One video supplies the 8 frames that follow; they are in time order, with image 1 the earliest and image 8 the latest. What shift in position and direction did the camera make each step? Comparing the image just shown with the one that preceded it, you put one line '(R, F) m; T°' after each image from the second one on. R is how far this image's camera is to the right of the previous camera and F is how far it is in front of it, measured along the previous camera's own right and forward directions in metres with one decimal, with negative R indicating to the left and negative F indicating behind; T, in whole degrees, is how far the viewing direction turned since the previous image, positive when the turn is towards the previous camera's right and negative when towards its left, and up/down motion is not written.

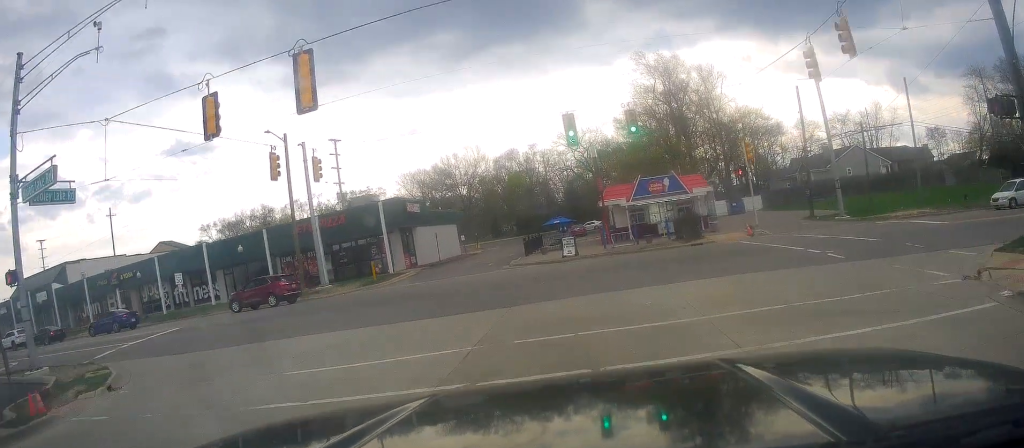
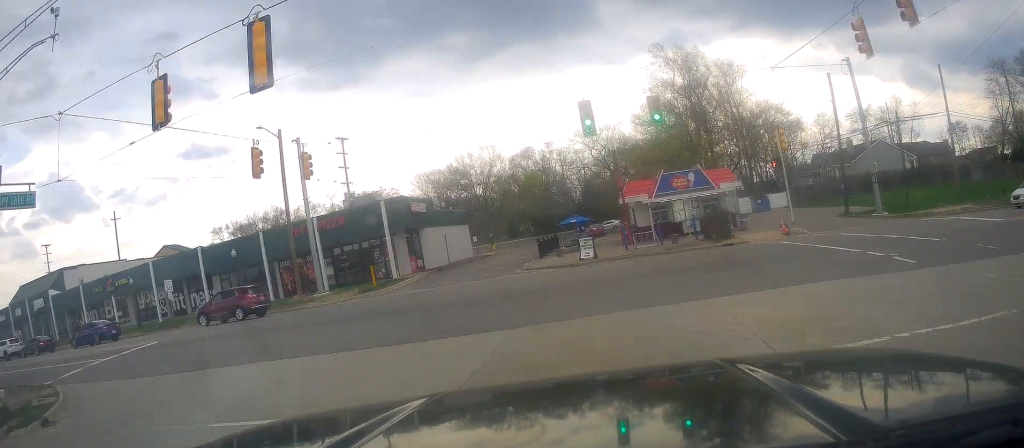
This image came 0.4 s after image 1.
(+0.1, +3.2) m; -3°
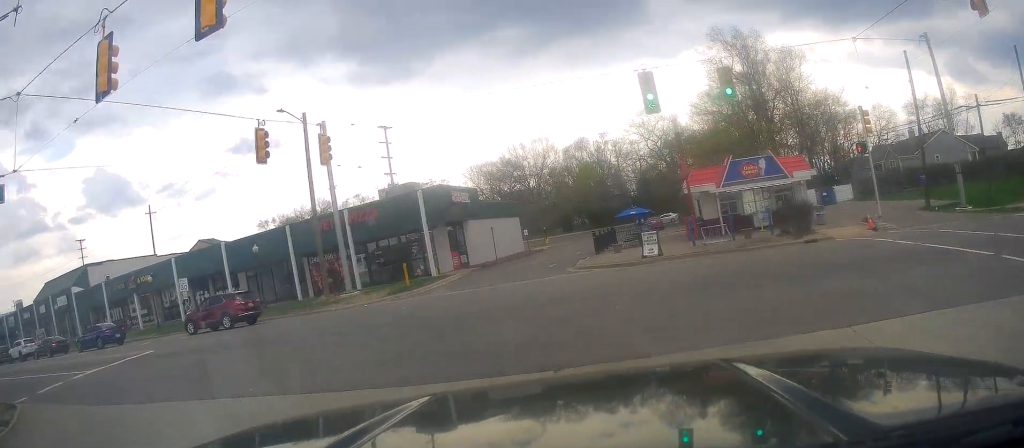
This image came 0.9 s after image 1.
(+0.3, +4.1) m; -4°
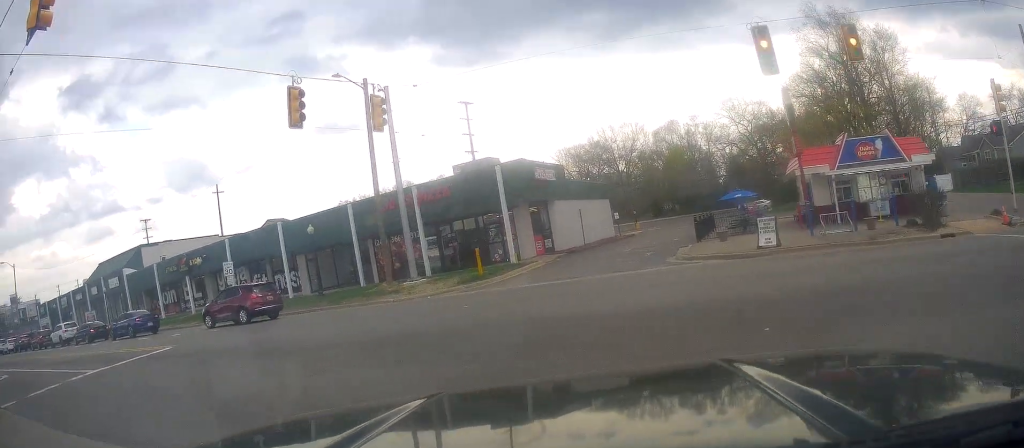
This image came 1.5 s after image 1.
(-0.5, +4.0) m; -9°
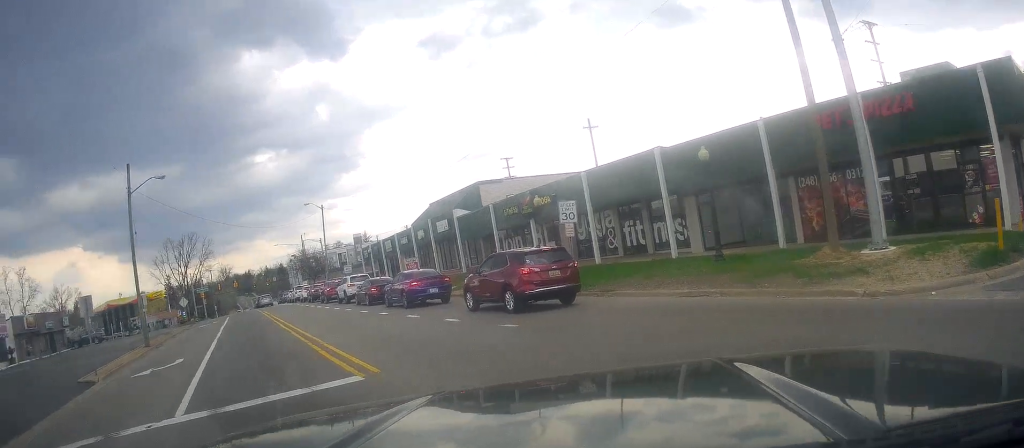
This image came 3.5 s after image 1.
(-3.4, +10.7) m; -34°
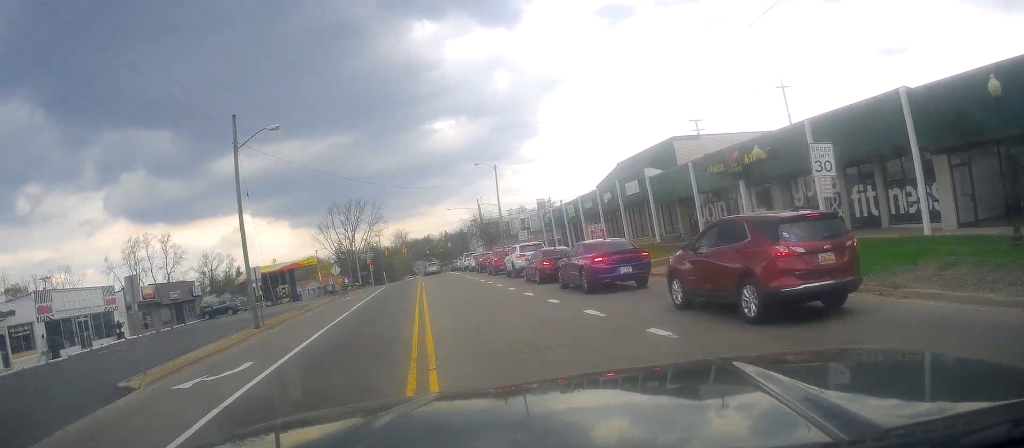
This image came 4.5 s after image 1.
(-0.7, +5.6) m; -14°
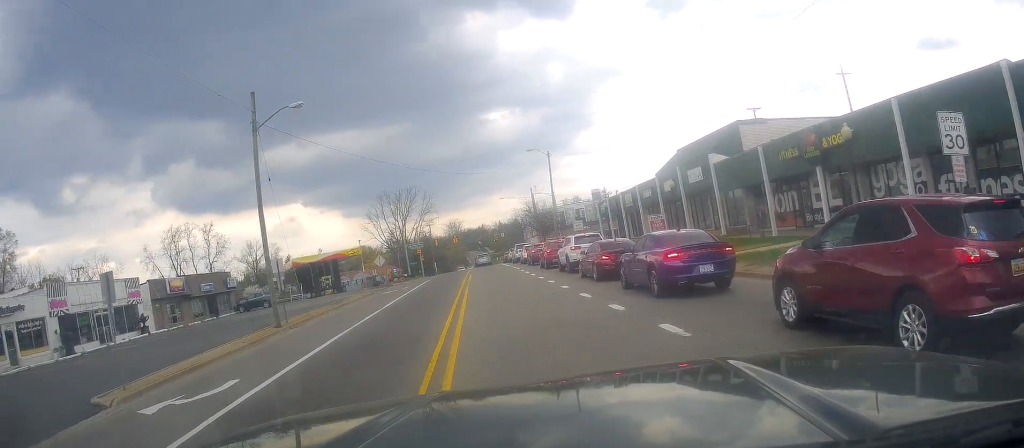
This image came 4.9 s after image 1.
(+0.3, +2.5) m; -7°
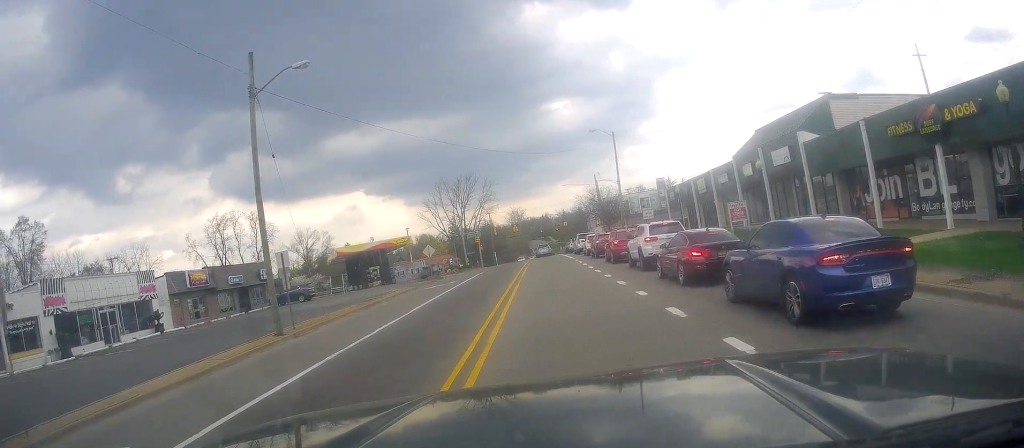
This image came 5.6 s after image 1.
(-0.8, +4.4) m; -9°
